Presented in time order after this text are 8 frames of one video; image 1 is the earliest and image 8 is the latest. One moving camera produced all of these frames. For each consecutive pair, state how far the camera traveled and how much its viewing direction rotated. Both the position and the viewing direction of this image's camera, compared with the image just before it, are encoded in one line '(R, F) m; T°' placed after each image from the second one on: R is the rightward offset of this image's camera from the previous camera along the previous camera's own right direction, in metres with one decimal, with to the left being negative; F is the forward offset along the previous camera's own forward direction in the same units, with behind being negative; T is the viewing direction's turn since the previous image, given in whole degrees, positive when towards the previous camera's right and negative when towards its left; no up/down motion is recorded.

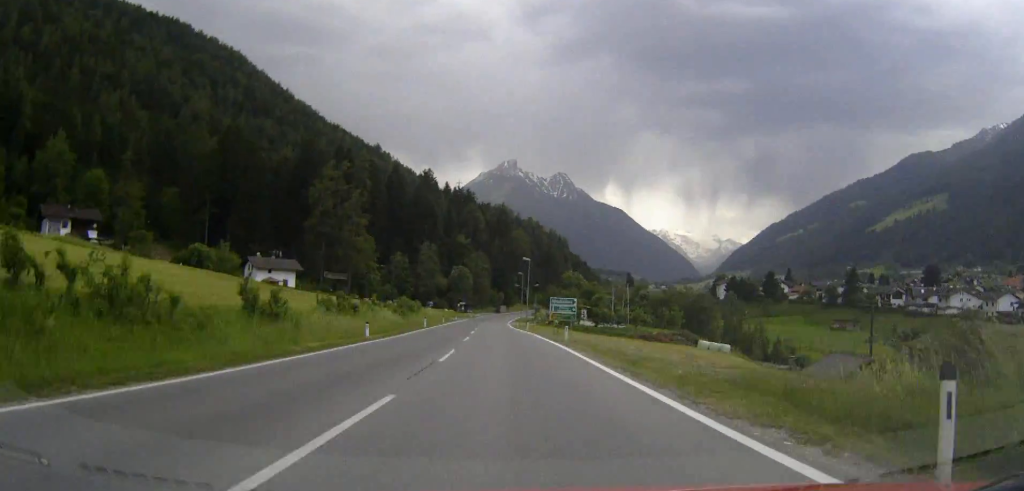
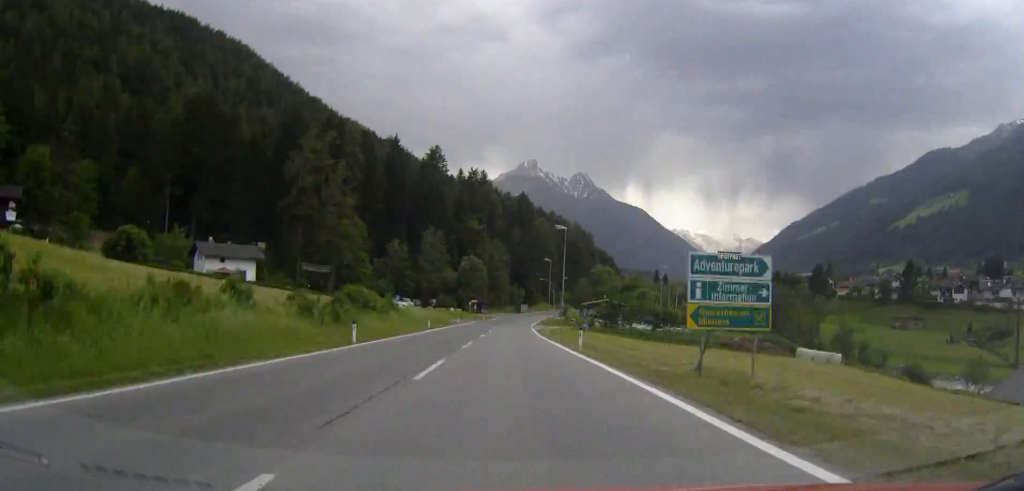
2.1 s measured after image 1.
(-0.6, +34.7) m; 0°
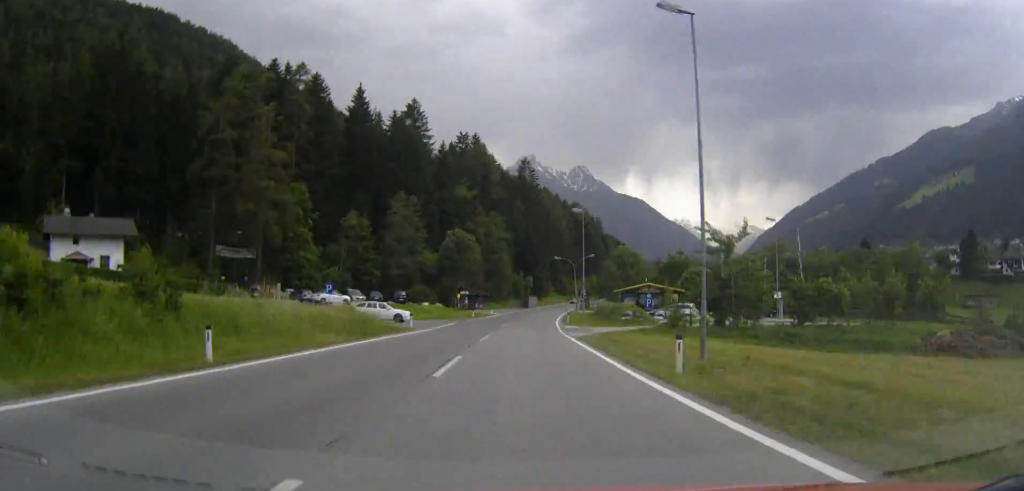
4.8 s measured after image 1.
(0.0, +44.1) m; +1°
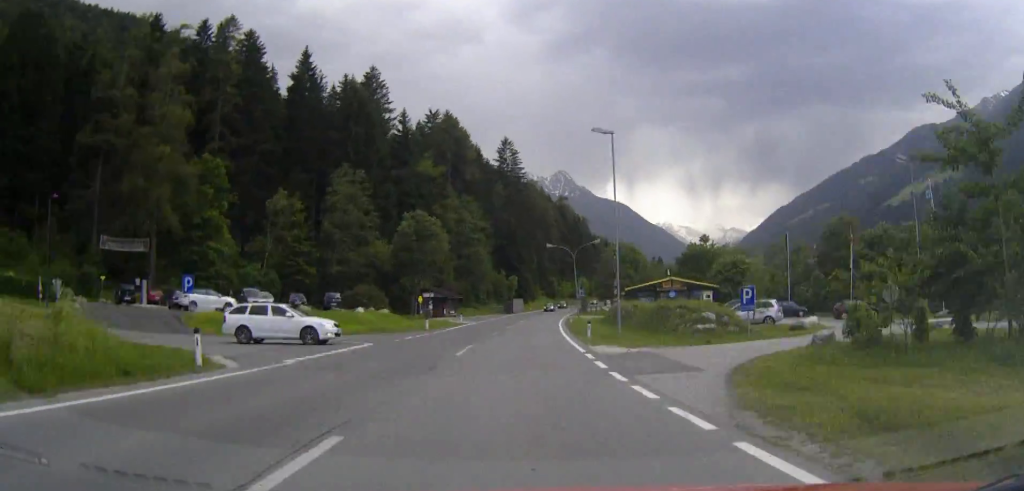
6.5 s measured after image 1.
(0.0, +27.6) m; +1°
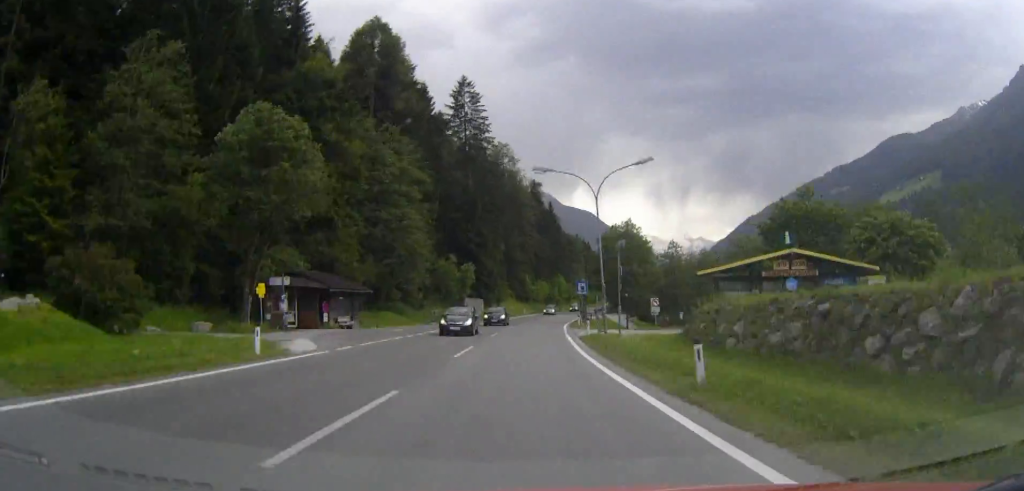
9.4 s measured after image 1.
(+1.1, +46.7) m; +3°
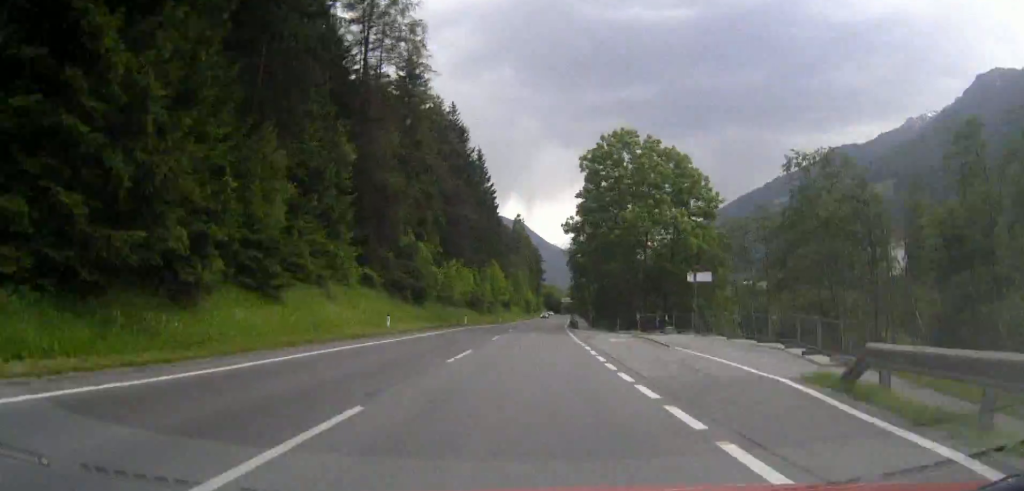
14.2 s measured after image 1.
(+3.7, +77.9) m; +5°
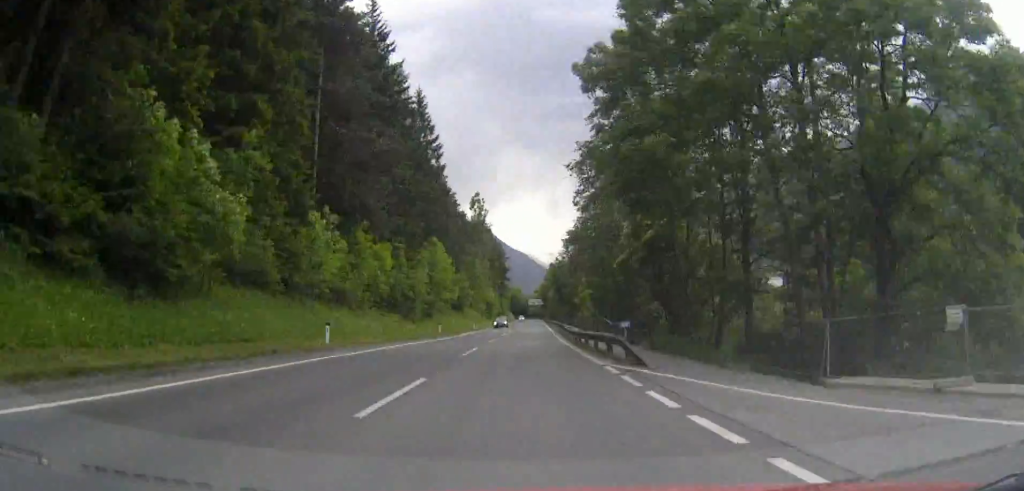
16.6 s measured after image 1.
(+0.7, +39.0) m; +1°
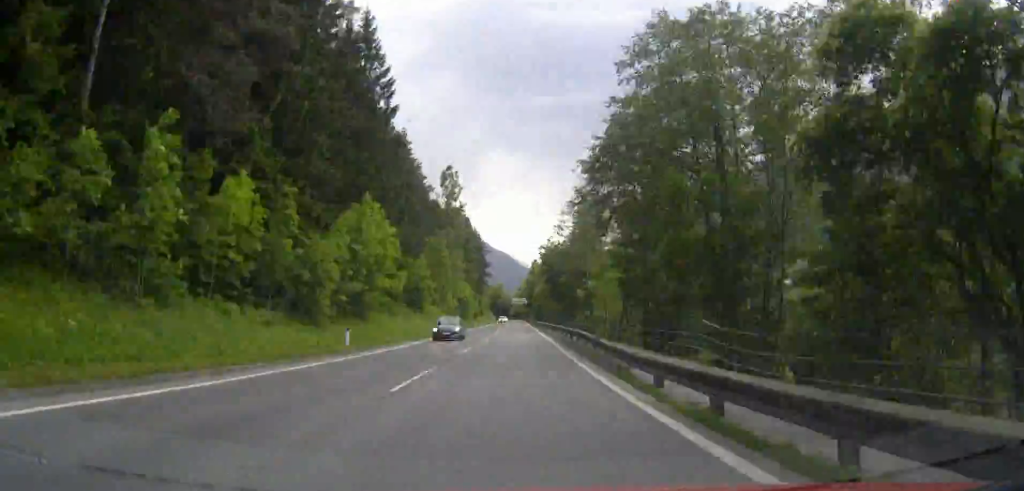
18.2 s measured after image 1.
(+0.2, +26.0) m; +1°
